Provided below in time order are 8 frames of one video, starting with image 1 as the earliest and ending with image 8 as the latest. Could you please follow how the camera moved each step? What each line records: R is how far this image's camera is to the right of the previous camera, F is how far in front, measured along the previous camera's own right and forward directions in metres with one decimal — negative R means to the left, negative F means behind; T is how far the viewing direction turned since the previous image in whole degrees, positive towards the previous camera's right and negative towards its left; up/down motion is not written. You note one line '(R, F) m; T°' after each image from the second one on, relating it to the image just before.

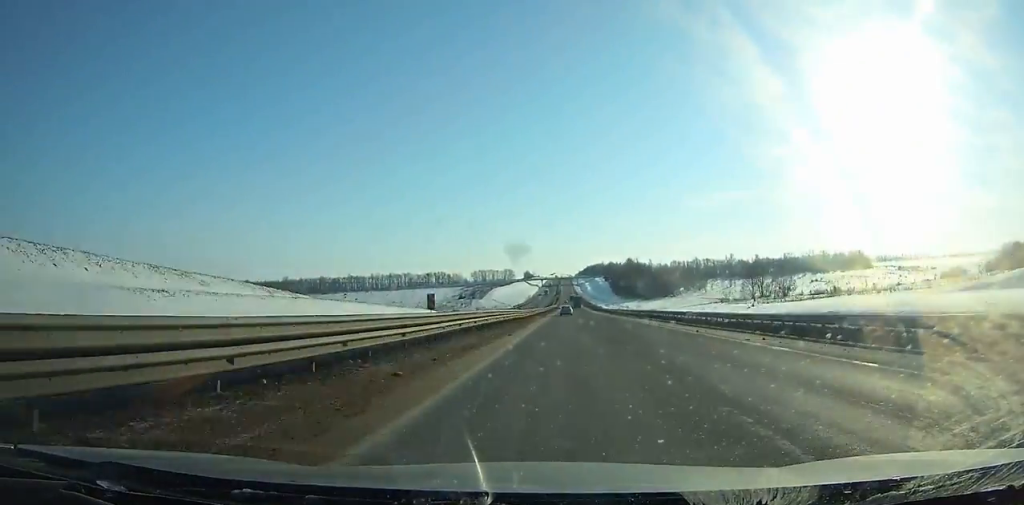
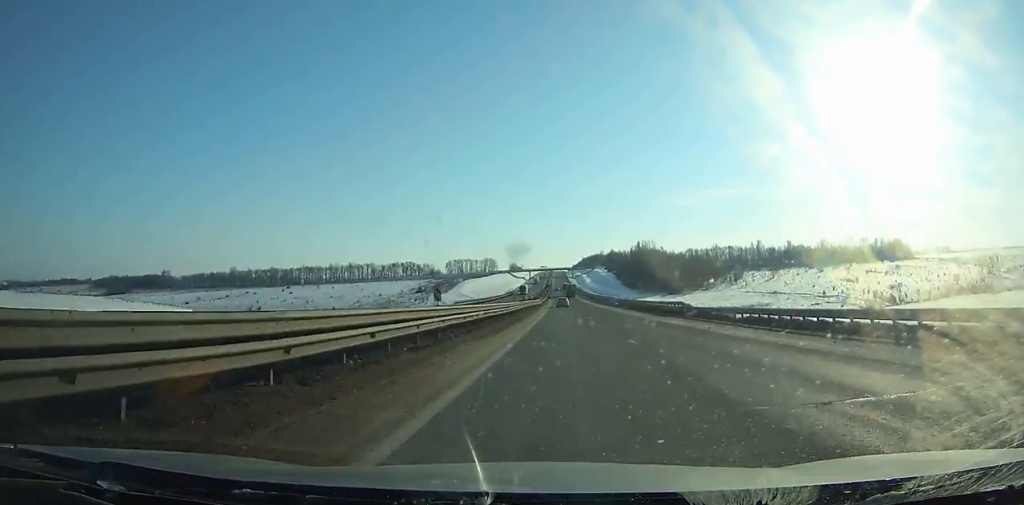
(-0.1, +106.3) m; 0°
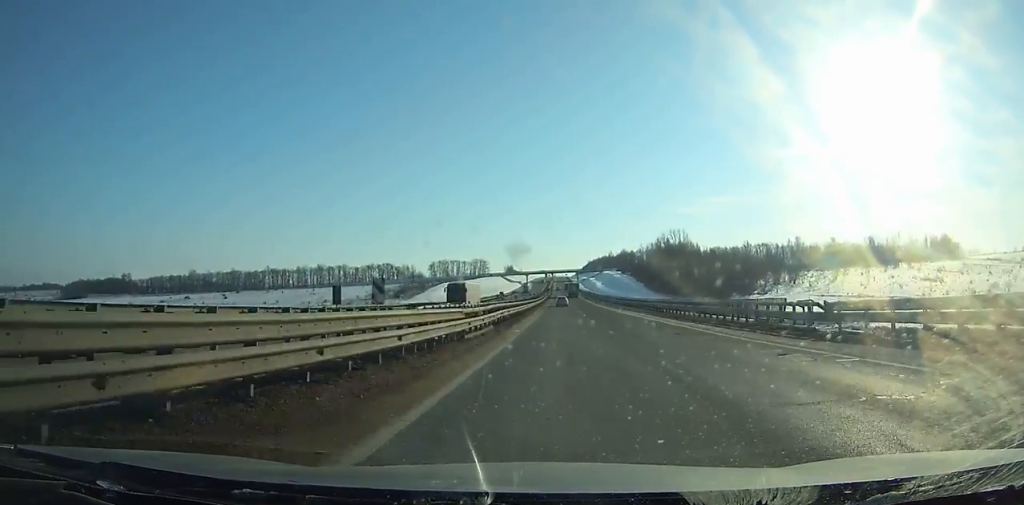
(+0.1, +79.1) m; 0°
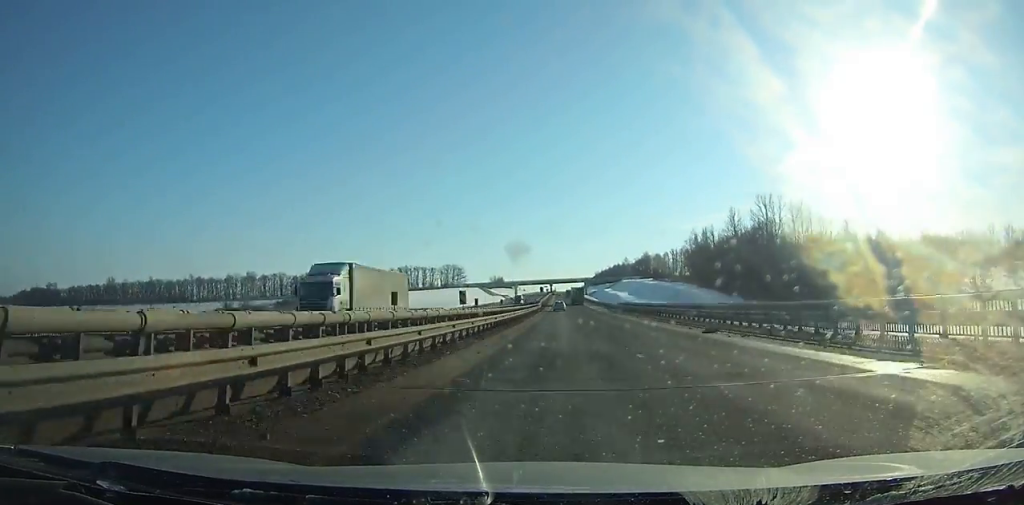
(0.0, +116.3) m; 0°
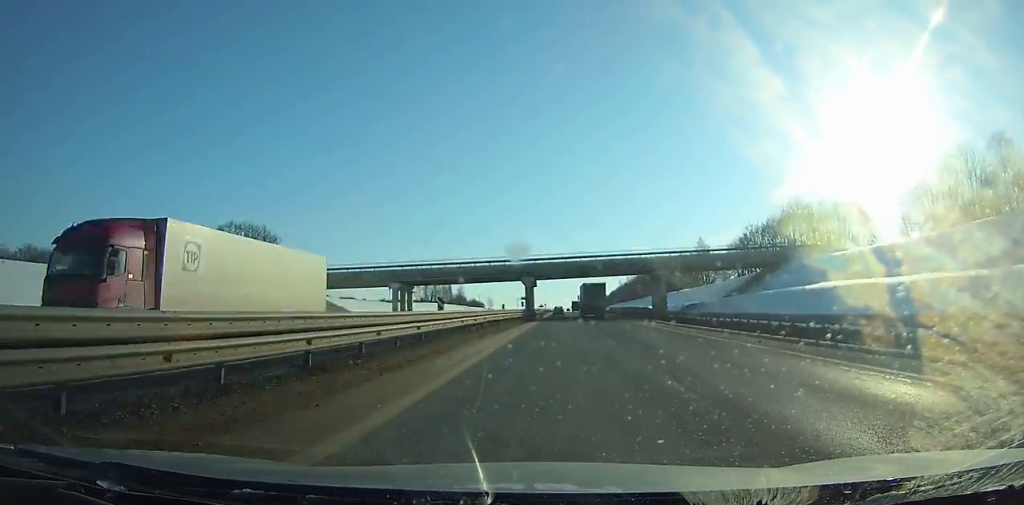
(-0.4, +221.9) m; 0°
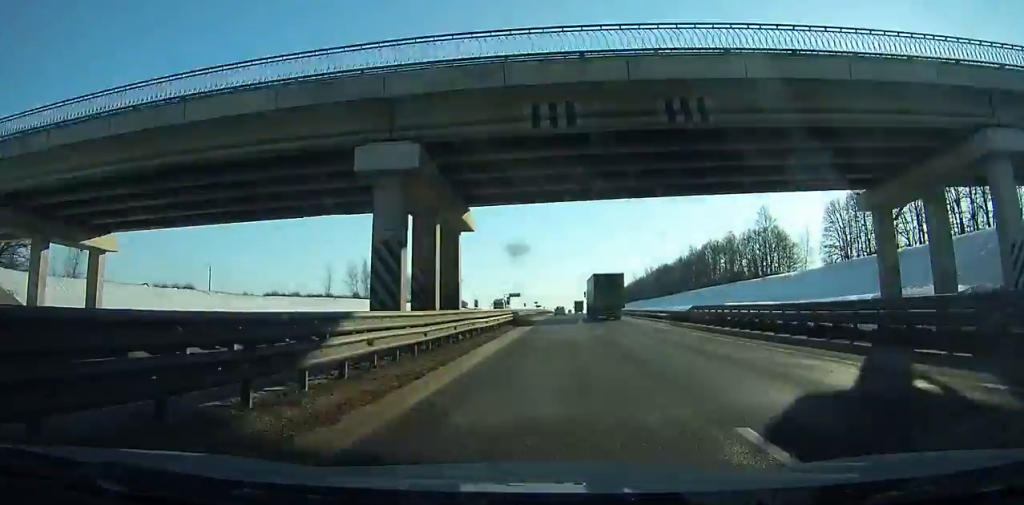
(0.0, +62.6) m; 0°
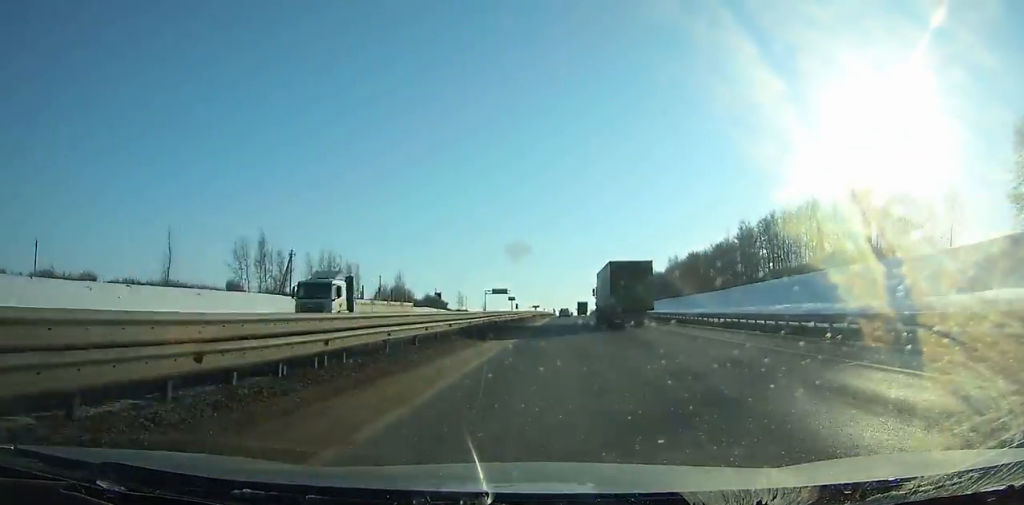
(0.0, +52.2) m; 0°
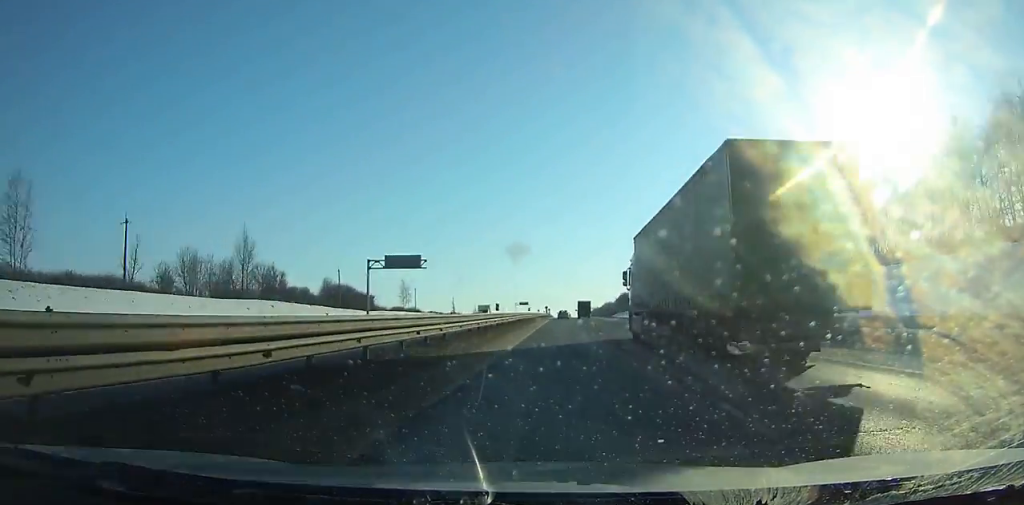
(0.0, +90.8) m; 0°
